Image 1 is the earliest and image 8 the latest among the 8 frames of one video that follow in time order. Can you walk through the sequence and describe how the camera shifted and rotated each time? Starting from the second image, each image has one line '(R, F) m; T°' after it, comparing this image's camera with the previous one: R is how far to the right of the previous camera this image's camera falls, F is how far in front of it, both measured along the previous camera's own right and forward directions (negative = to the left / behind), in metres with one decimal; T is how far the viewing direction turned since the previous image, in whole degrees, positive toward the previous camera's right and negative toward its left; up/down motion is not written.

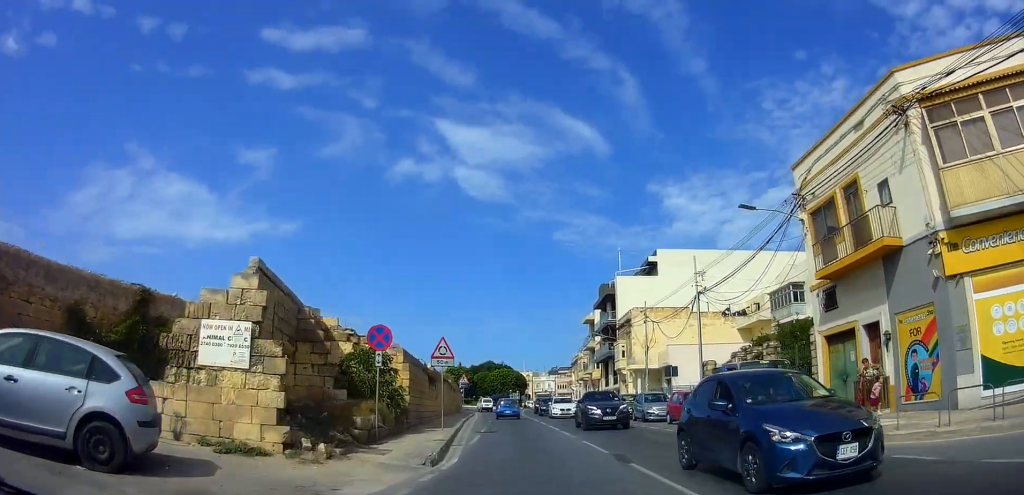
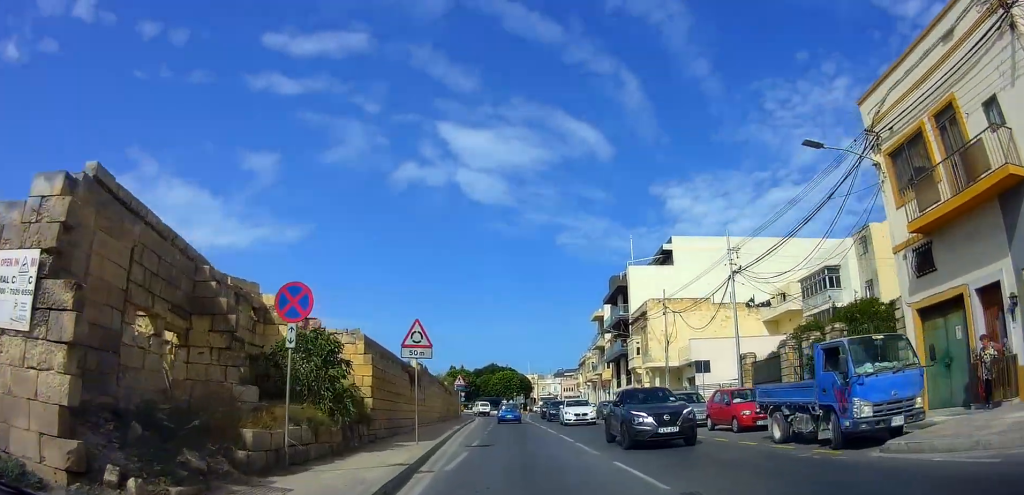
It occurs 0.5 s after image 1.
(-0.2, +5.3) m; -1°
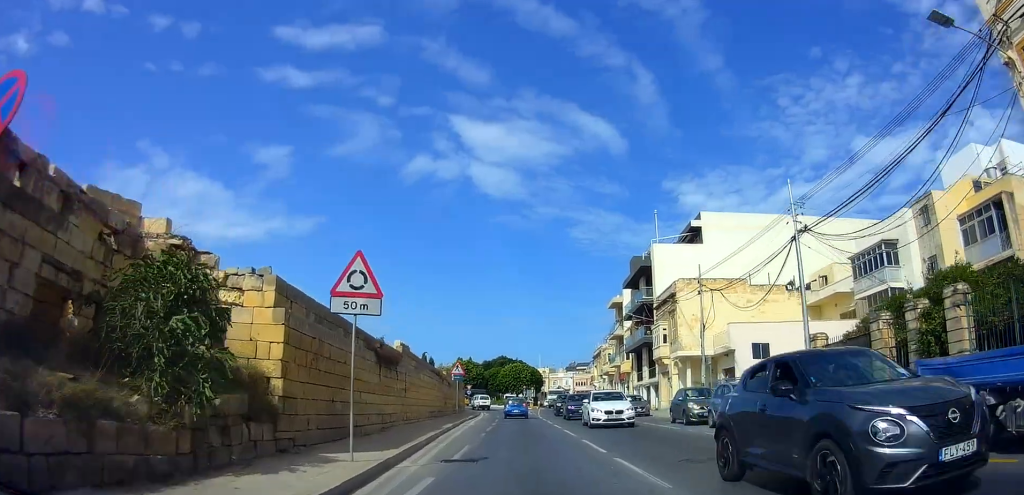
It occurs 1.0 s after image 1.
(-0.2, +6.1) m; -2°
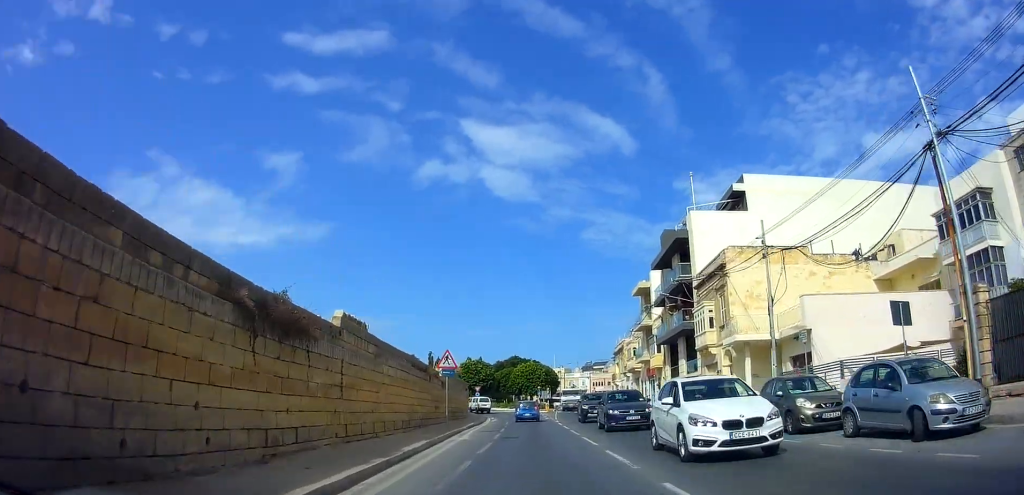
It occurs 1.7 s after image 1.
(0.0, +8.3) m; 0°
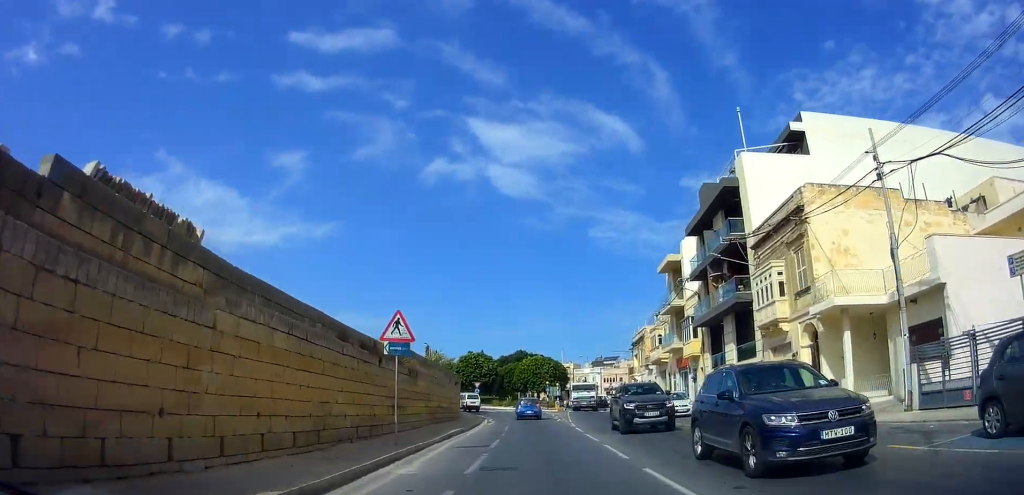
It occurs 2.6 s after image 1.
(0.0, +9.4) m; 0°
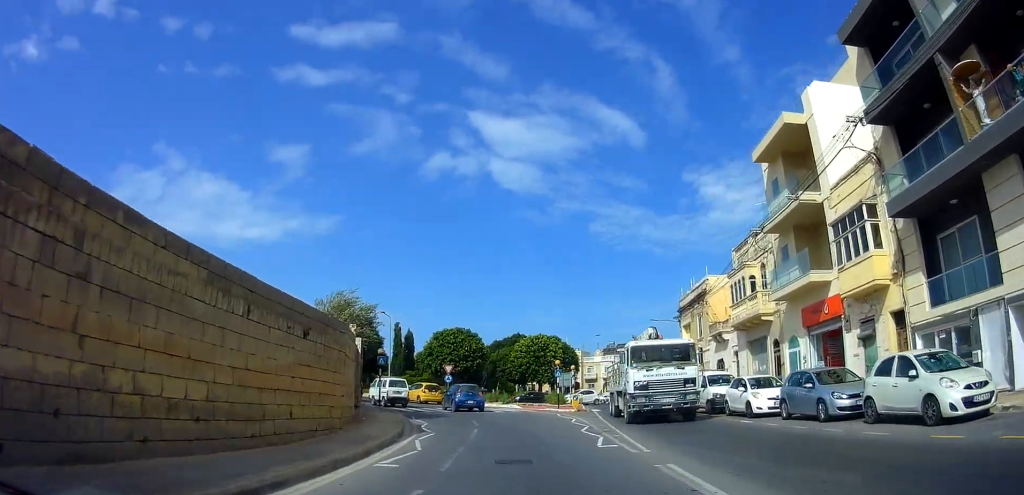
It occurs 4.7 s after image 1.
(-0.3, +23.0) m; -2°
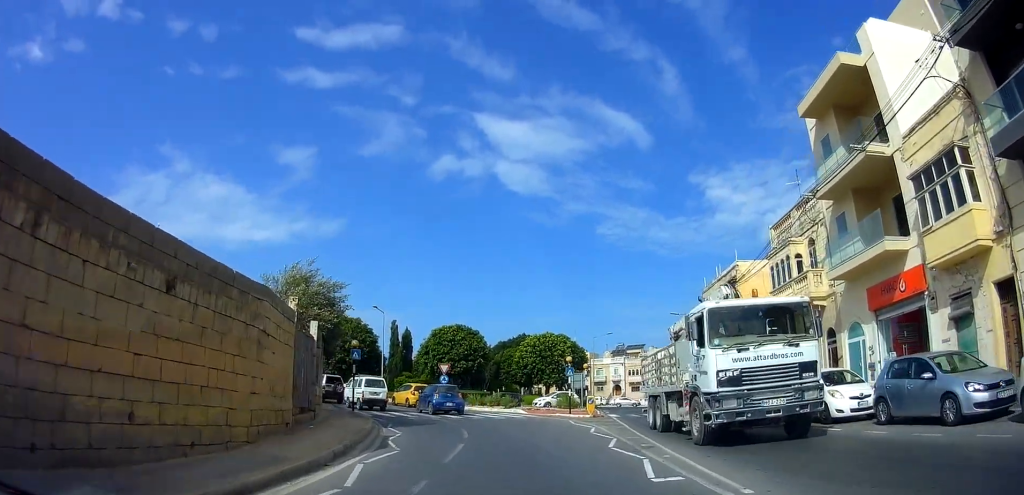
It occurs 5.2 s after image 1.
(0.0, +5.2) m; -1°
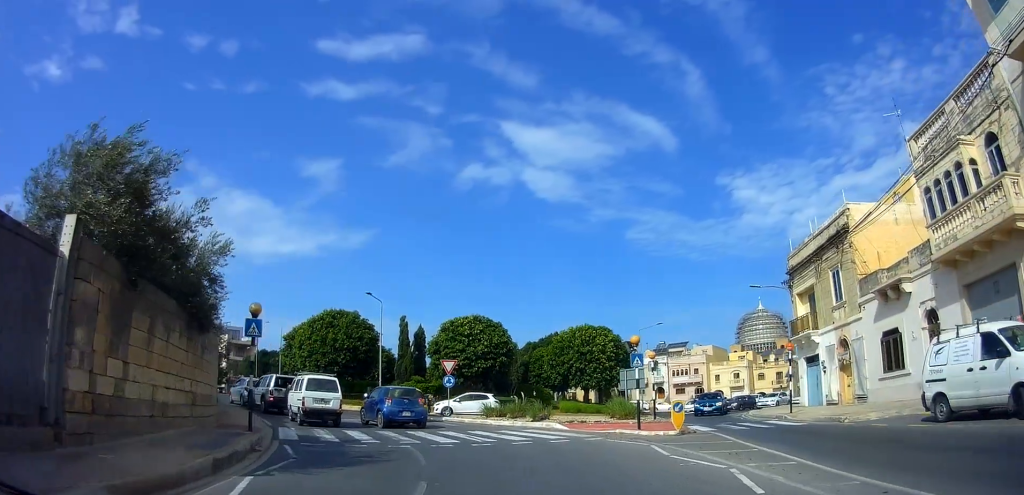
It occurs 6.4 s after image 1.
(0.0, +11.5) m; 0°
